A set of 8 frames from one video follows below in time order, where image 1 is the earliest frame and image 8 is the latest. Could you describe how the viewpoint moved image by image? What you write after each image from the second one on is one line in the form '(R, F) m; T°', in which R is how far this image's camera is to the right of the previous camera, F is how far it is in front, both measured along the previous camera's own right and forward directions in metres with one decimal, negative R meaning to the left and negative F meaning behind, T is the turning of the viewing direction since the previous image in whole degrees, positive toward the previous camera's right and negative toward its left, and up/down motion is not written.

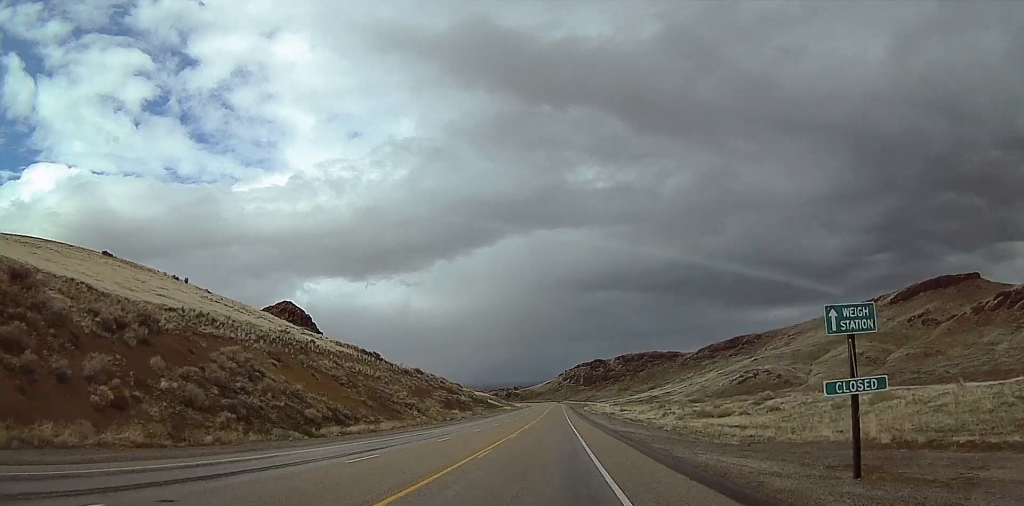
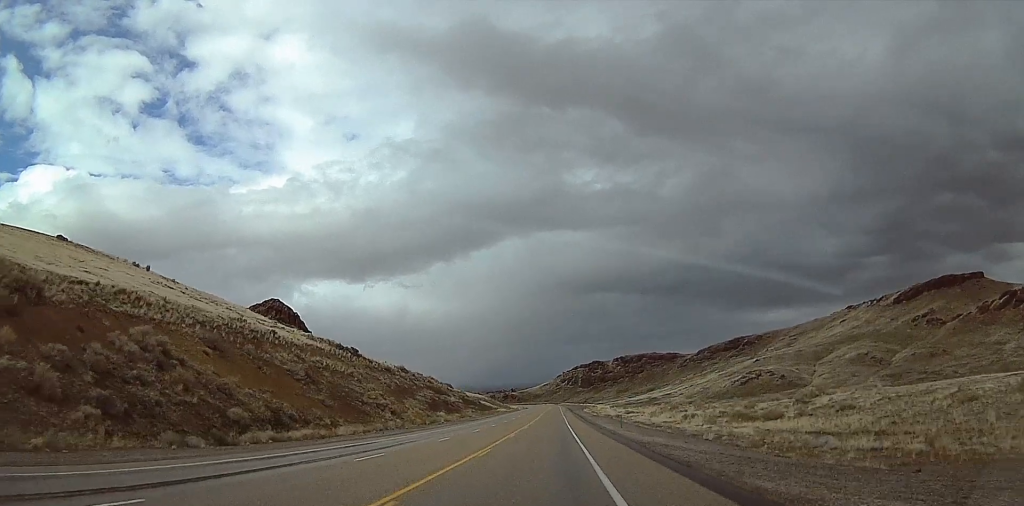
(-0.1, +12.9) m; 0°
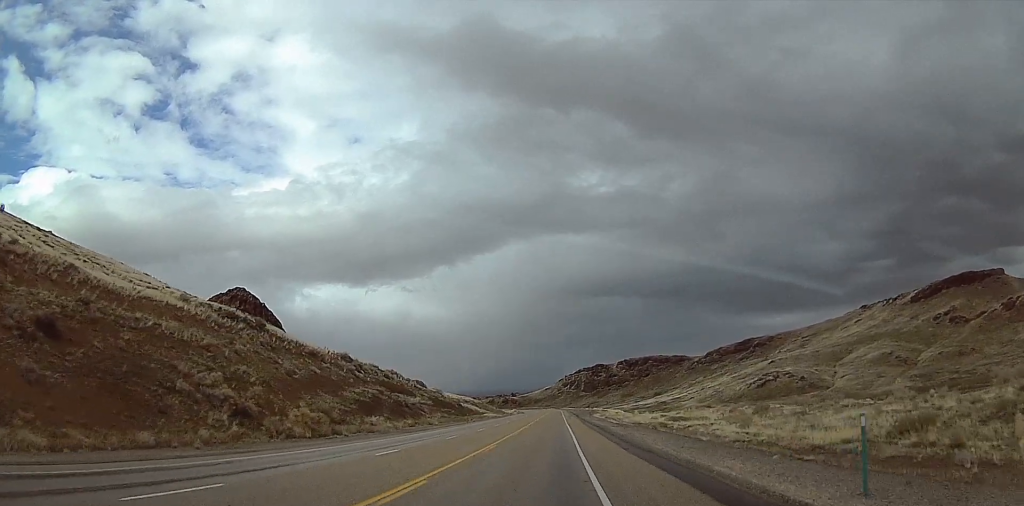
(+0.1, +38.4) m; +1°
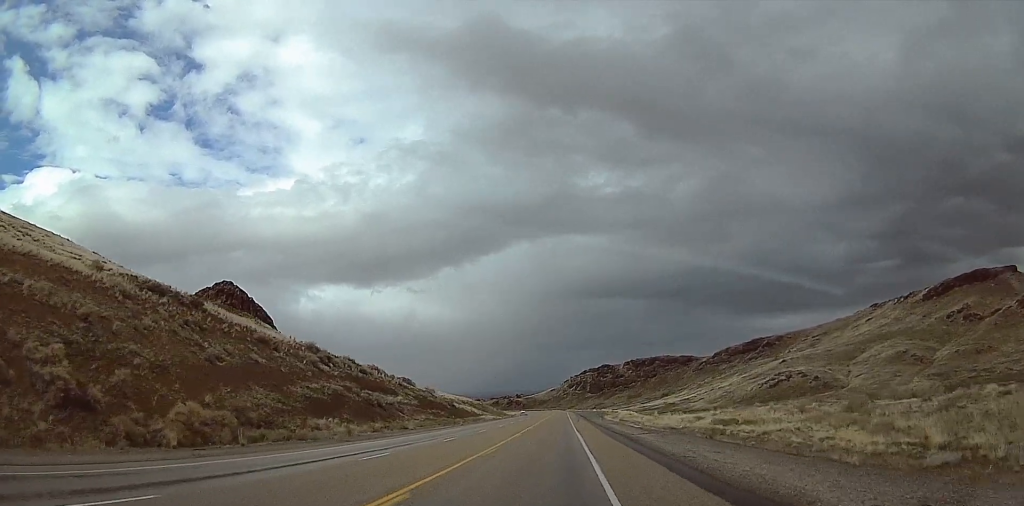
(0.0, +16.4) m; 0°
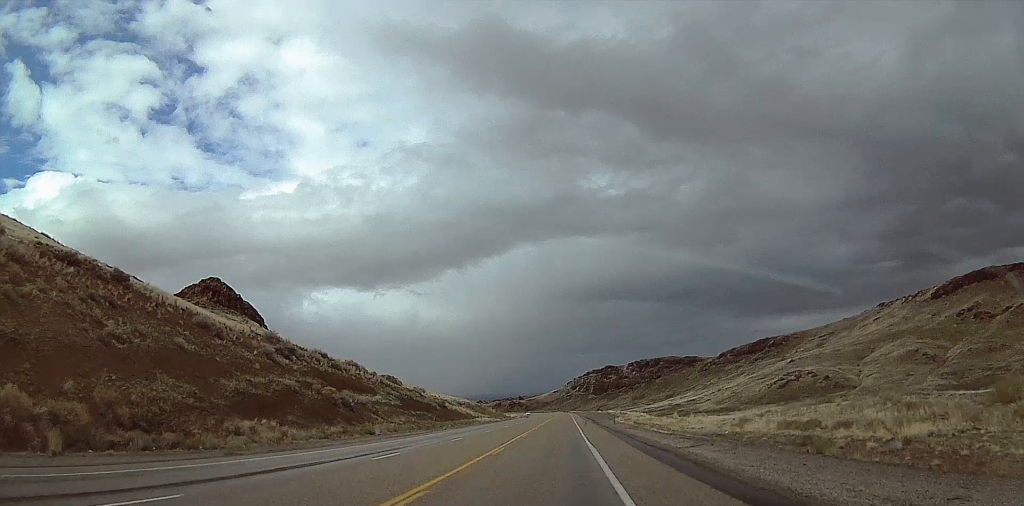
(0.0, +14.2) m; 0°
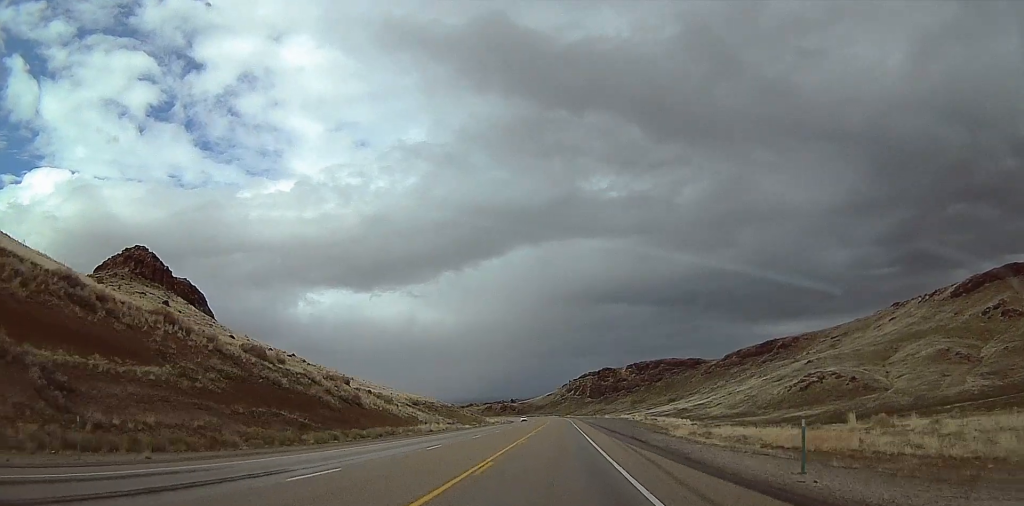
(0.0, +53.4) m; 0°
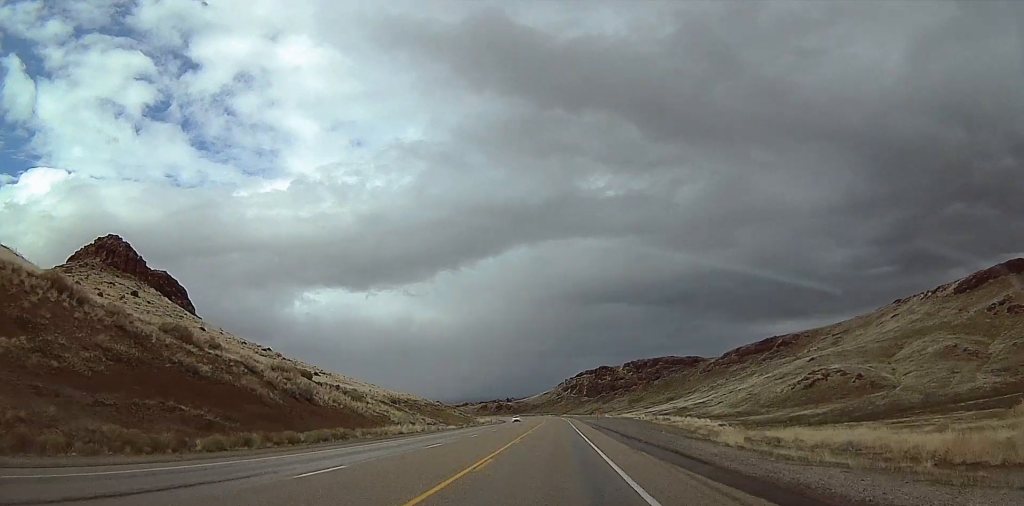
(0.0, +14.5) m; 0°
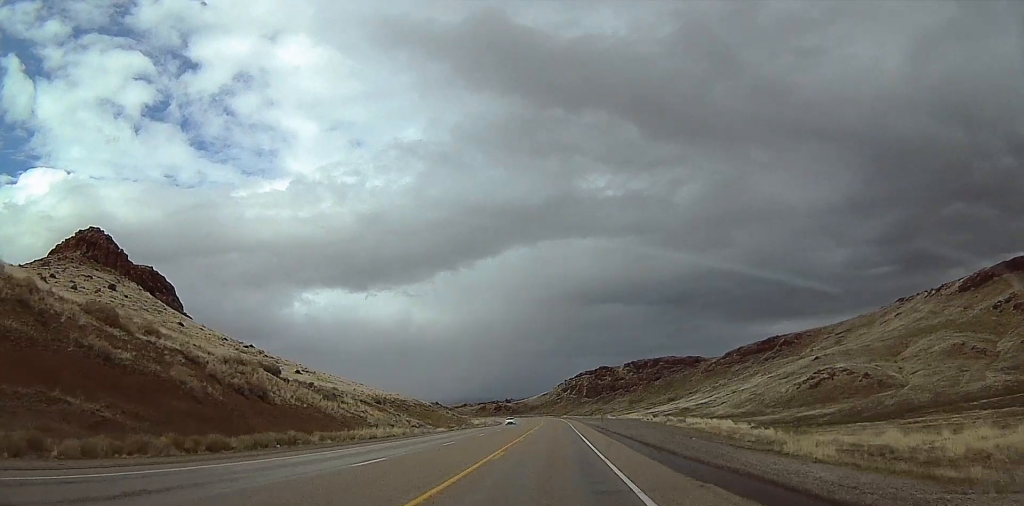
(0.0, +10.5) m; 0°
